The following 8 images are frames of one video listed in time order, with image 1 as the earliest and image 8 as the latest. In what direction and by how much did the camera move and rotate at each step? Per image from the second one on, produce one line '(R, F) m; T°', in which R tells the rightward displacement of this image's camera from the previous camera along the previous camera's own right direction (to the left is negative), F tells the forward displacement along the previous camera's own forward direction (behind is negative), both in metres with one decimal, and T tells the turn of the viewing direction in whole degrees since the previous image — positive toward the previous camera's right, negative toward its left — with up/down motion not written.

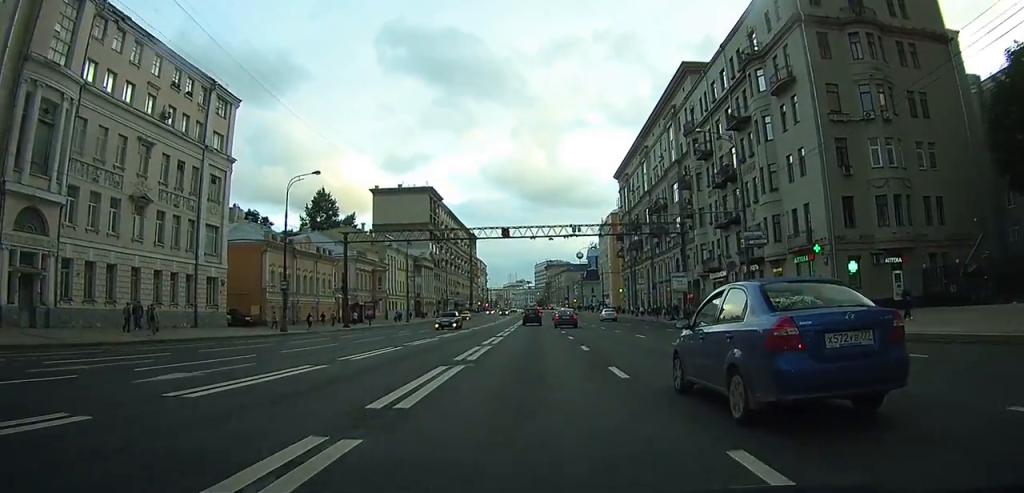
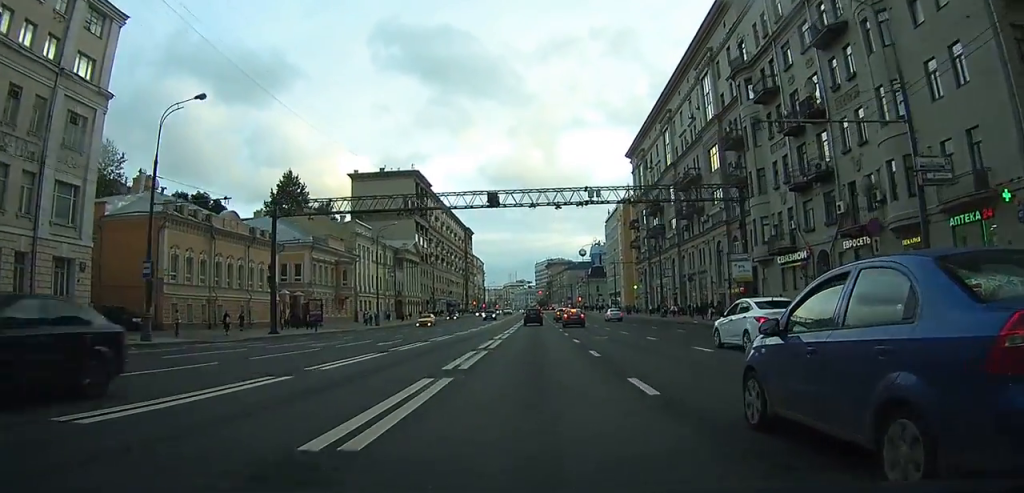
(+0.1, +19.5) m; 0°
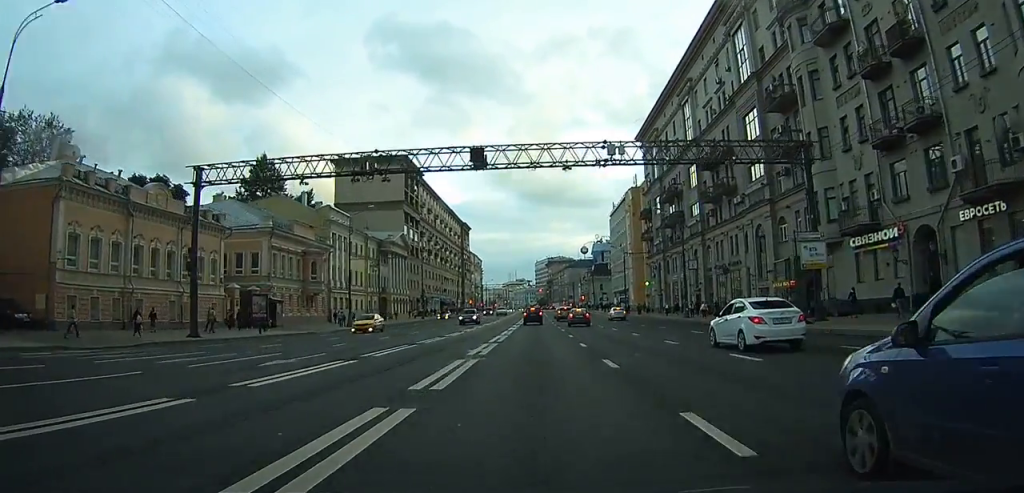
(0.0, +12.1) m; 0°
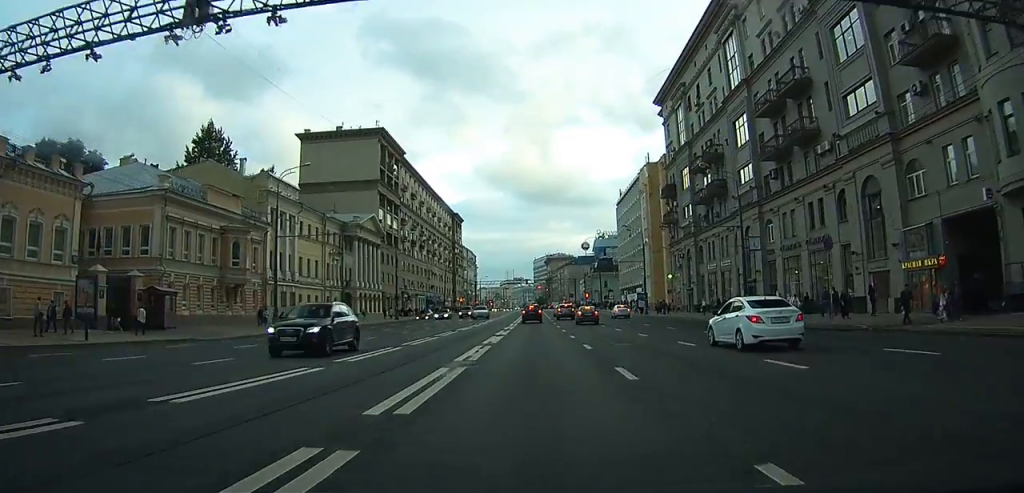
(0.0, +18.9) m; 0°
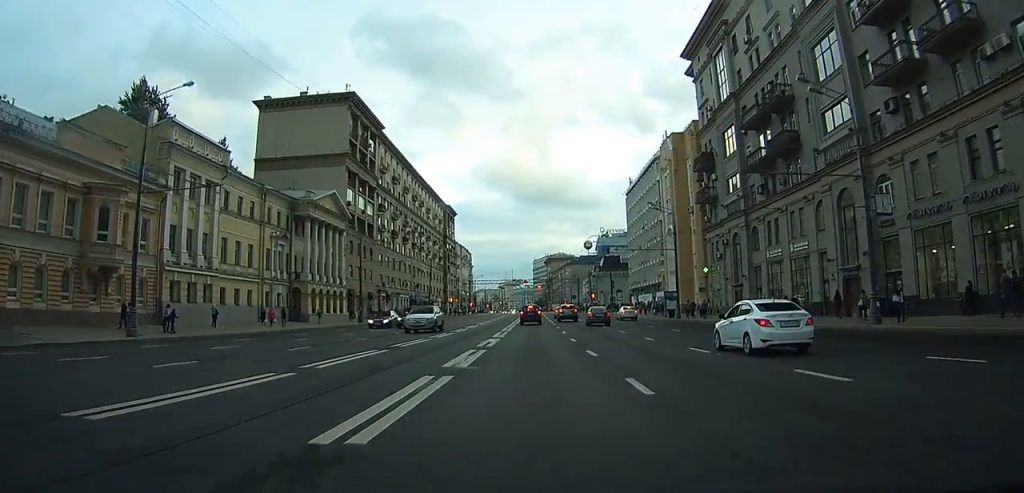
(+0.1, +17.6) m; 0°
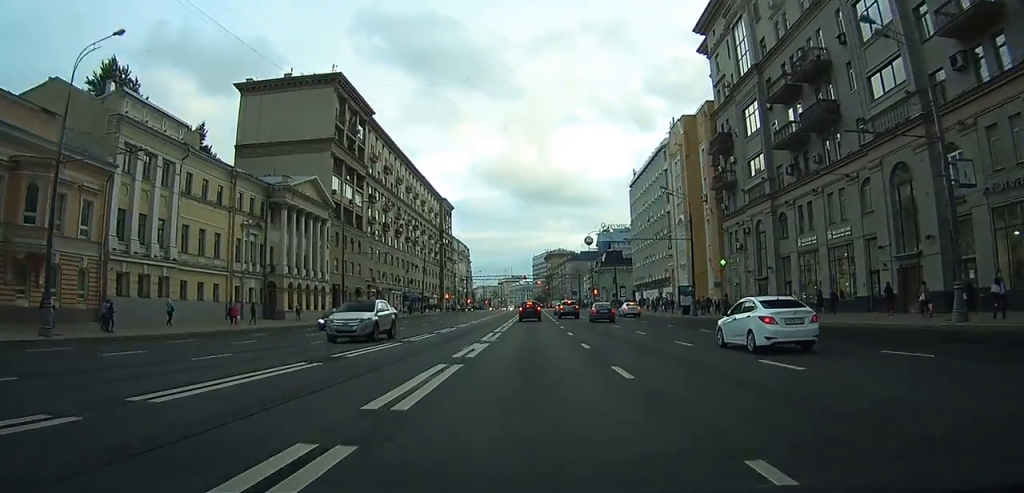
(0.0, +6.1) m; 0°
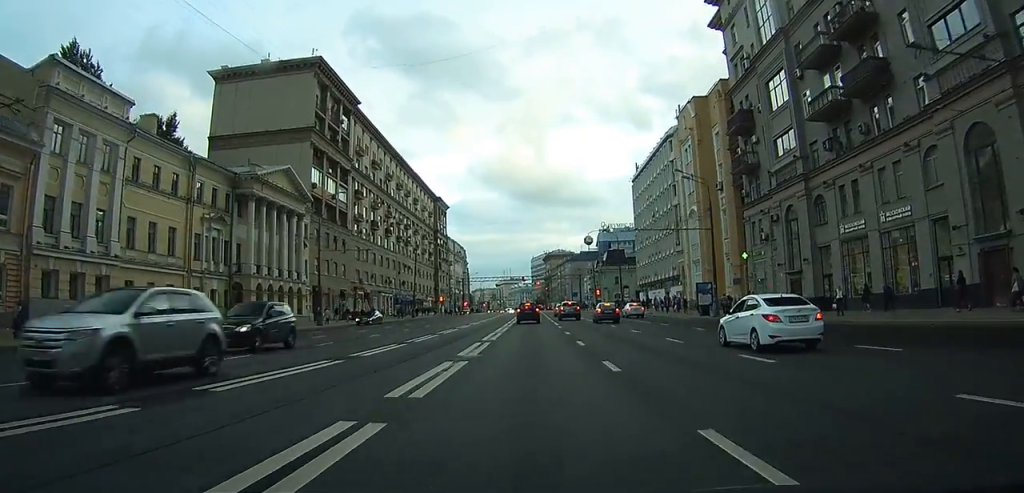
(0.0, +6.6) m; 0°
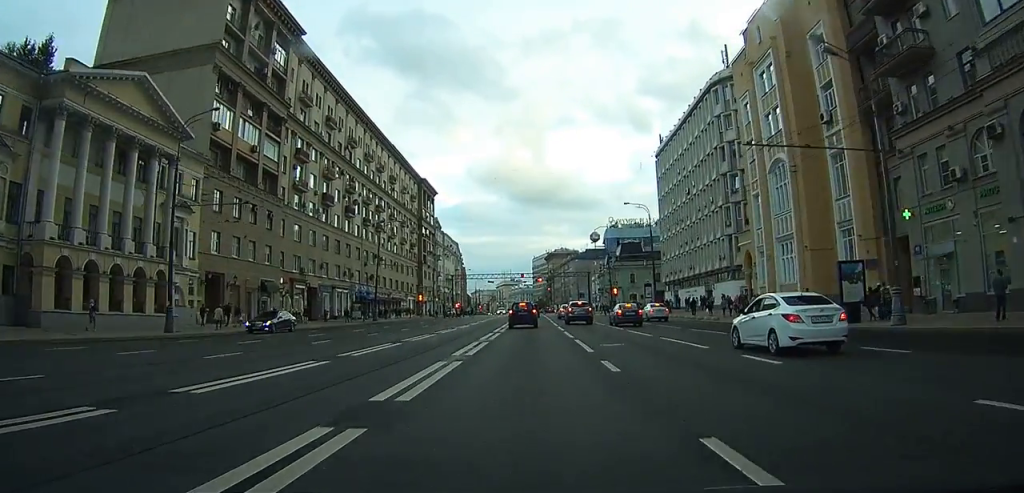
(-0.1, +23.8) m; -1°
